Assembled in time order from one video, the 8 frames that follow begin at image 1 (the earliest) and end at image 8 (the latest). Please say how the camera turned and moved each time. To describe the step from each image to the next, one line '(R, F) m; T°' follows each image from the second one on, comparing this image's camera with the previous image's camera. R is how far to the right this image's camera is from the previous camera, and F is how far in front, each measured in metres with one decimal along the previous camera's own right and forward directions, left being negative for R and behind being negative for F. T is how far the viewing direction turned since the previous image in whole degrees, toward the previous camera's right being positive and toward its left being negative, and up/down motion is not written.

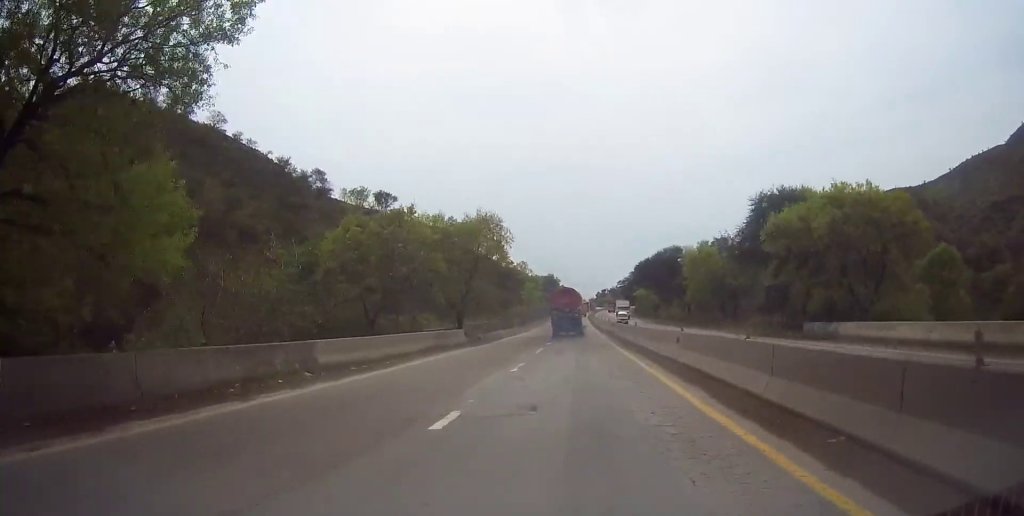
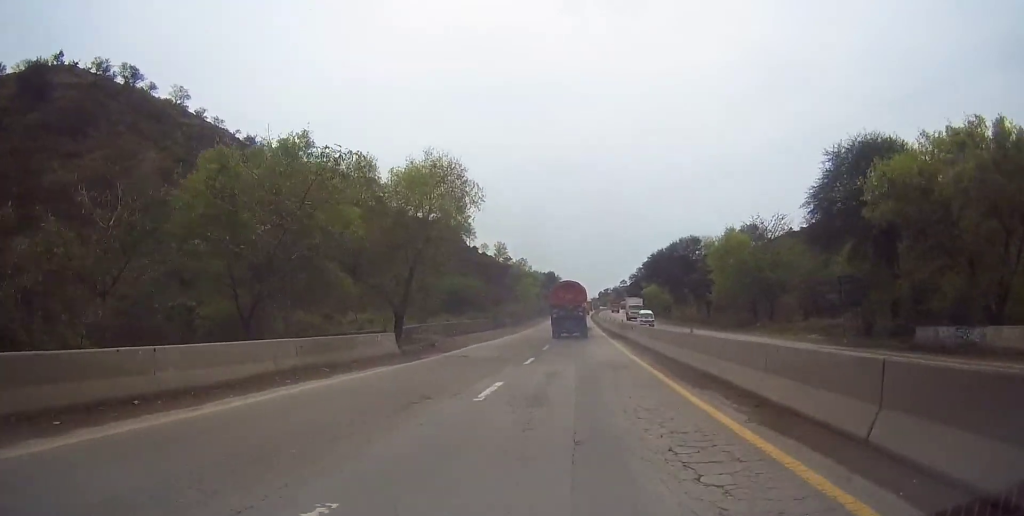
(0.0, +15.4) m; 0°
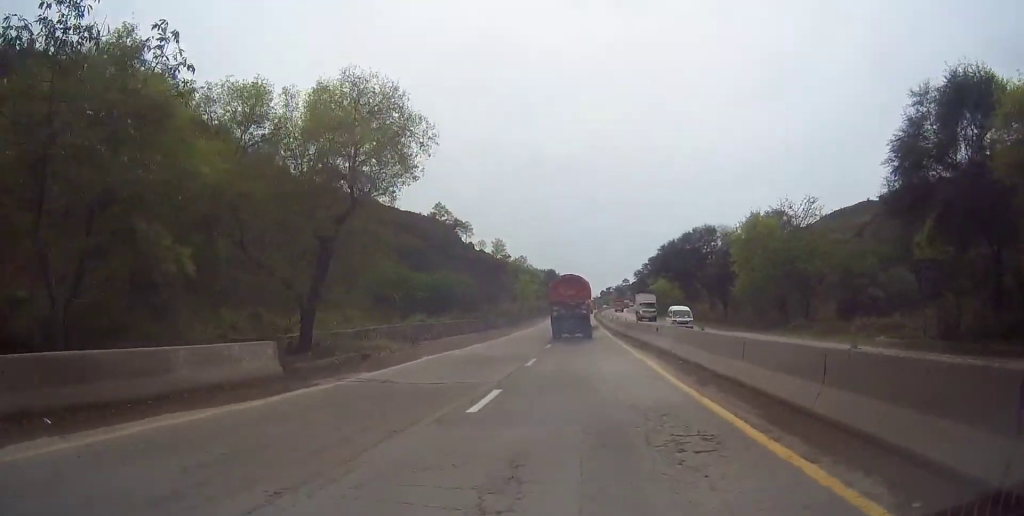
(0.0, +10.4) m; 0°
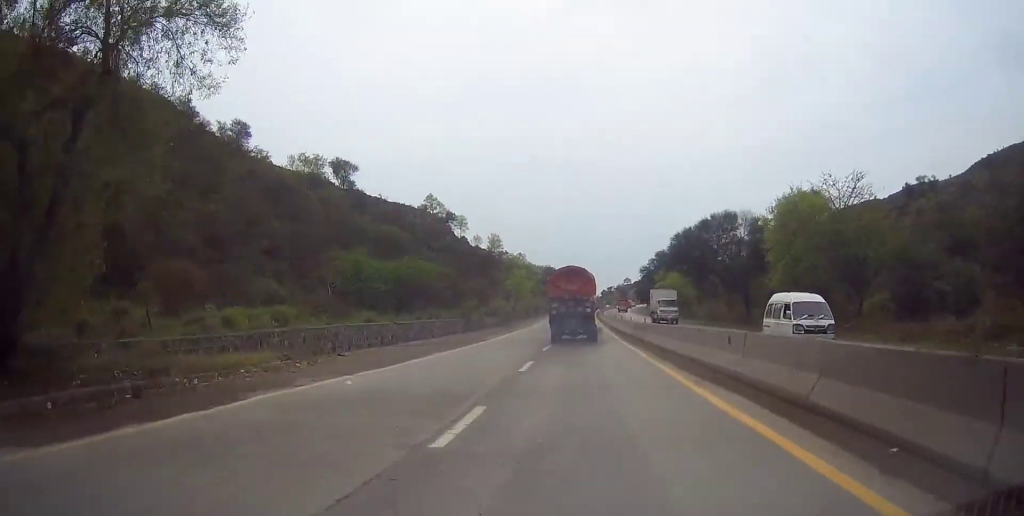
(+0.1, +11.5) m; -1°
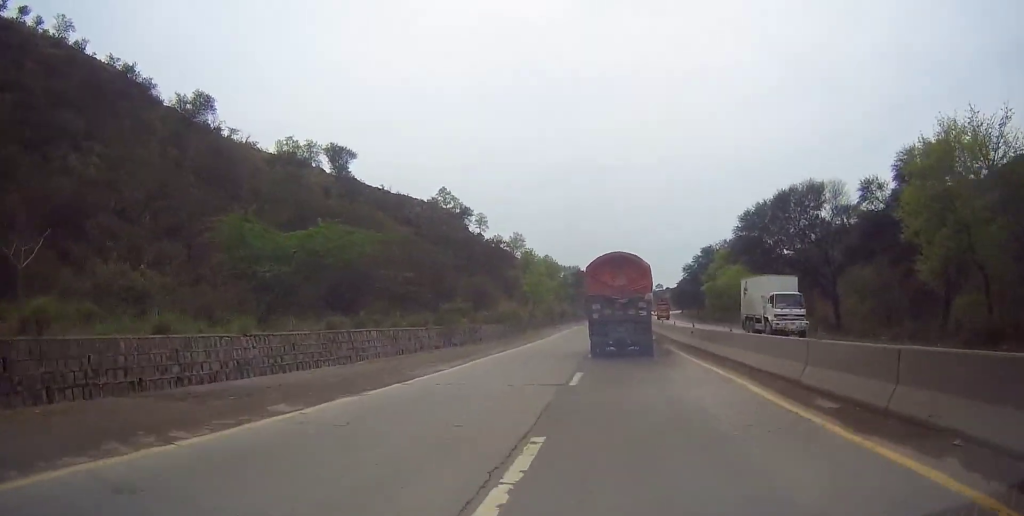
(-0.5, +20.6) m; -2°
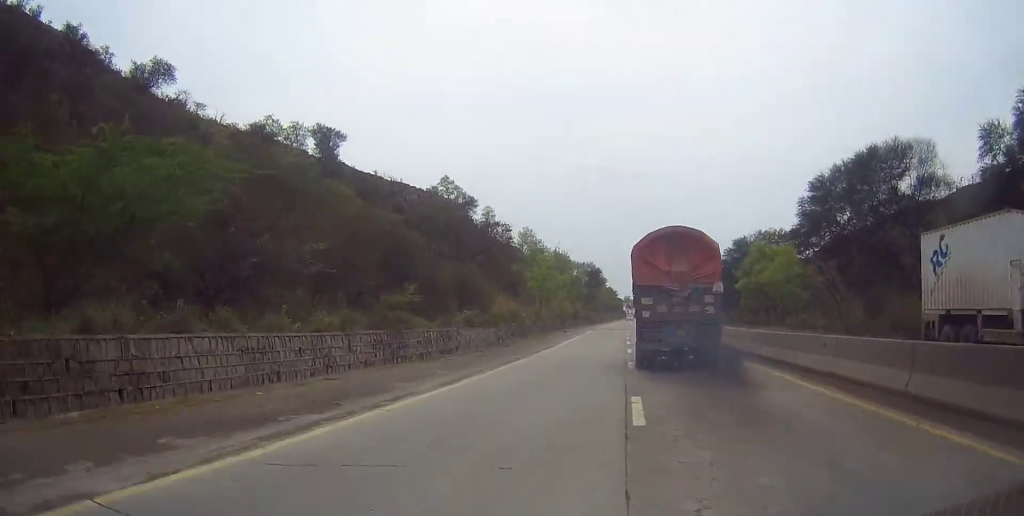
(0.0, +14.2) m; 0°
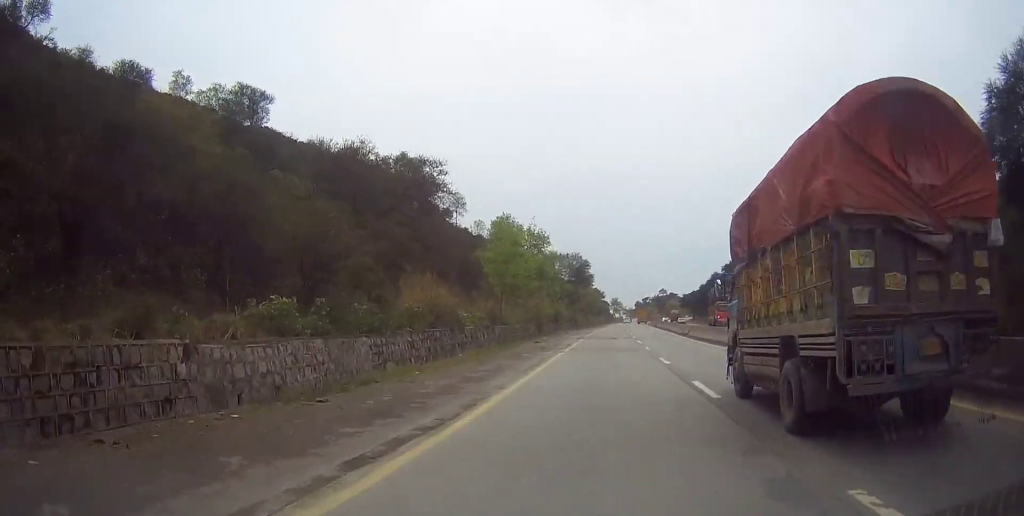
(+0.3, +24.9) m; +2°
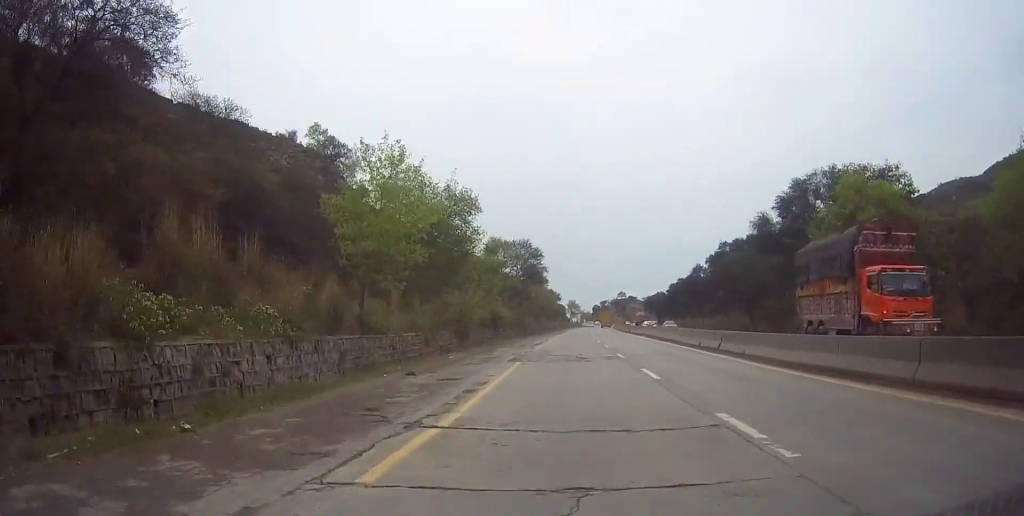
(+0.4, +23.0) m; +3°
